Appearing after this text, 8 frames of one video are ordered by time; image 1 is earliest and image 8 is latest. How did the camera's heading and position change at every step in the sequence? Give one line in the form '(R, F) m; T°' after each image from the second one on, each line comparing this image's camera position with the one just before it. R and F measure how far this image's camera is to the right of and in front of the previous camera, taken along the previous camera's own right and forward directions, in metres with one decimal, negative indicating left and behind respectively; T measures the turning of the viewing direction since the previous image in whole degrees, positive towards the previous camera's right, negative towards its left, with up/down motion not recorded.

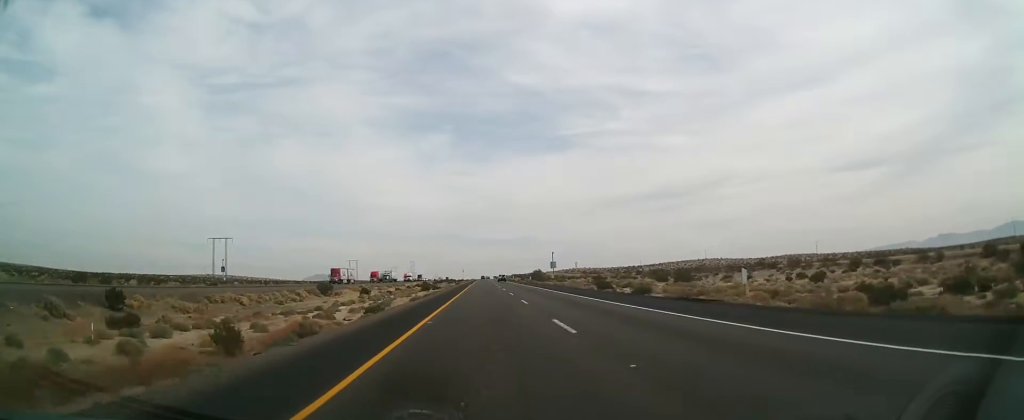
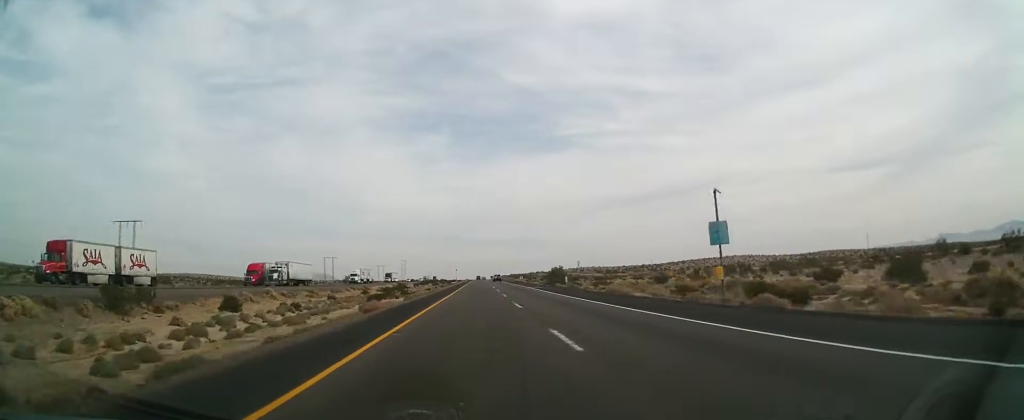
(+0.6, +61.3) m; +1°
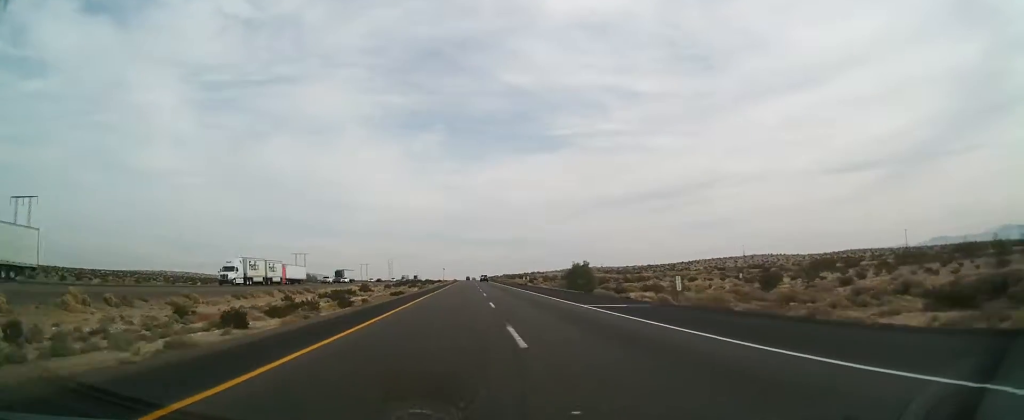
(-0.3, +42.9) m; -1°
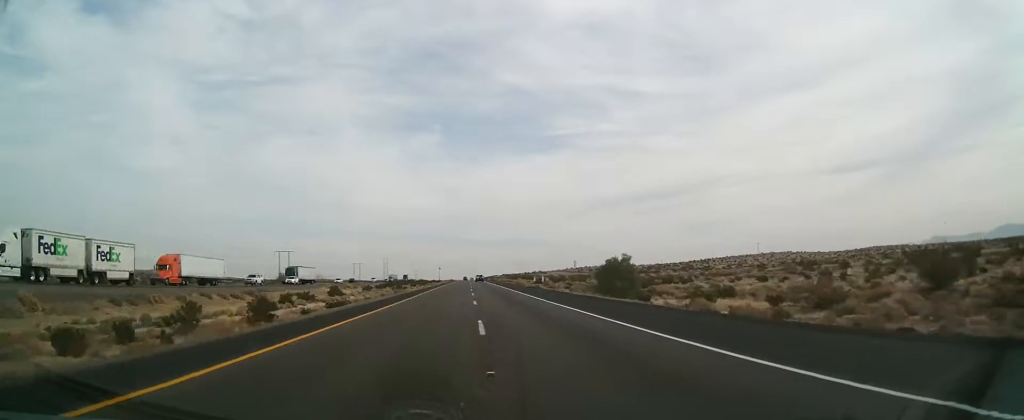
(0.0, +26.4) m; +1°
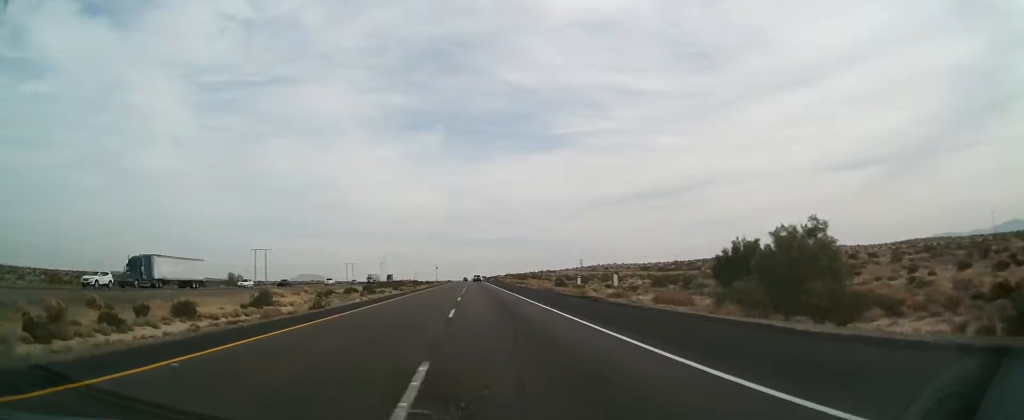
(+0.6, +37.5) m; +1°
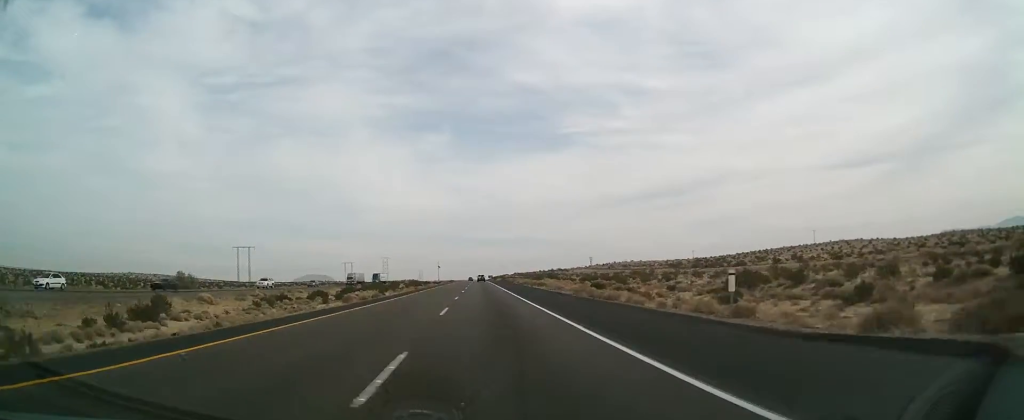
(0.0, +27.7) m; -1°
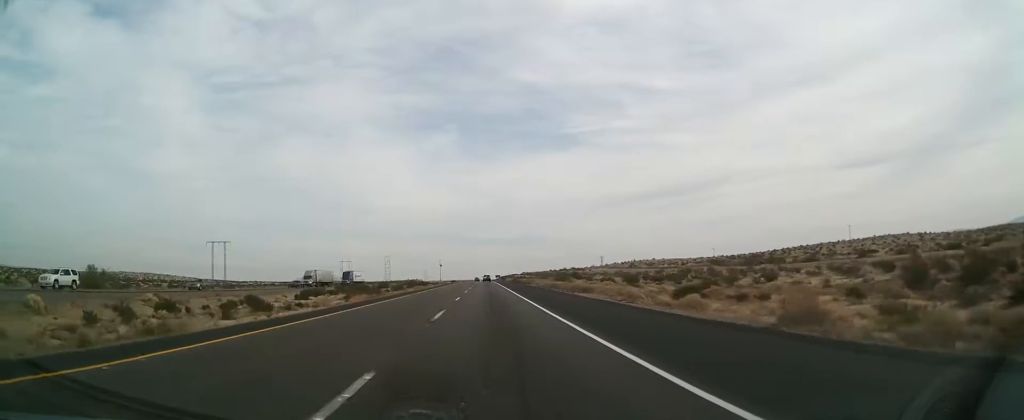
(-0.4, +31.1) m; -1°
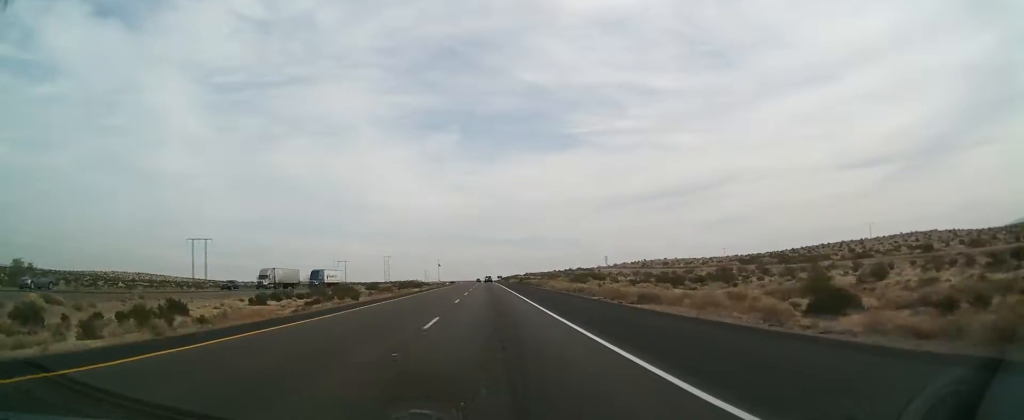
(-0.1, +17.8) m; 0°
